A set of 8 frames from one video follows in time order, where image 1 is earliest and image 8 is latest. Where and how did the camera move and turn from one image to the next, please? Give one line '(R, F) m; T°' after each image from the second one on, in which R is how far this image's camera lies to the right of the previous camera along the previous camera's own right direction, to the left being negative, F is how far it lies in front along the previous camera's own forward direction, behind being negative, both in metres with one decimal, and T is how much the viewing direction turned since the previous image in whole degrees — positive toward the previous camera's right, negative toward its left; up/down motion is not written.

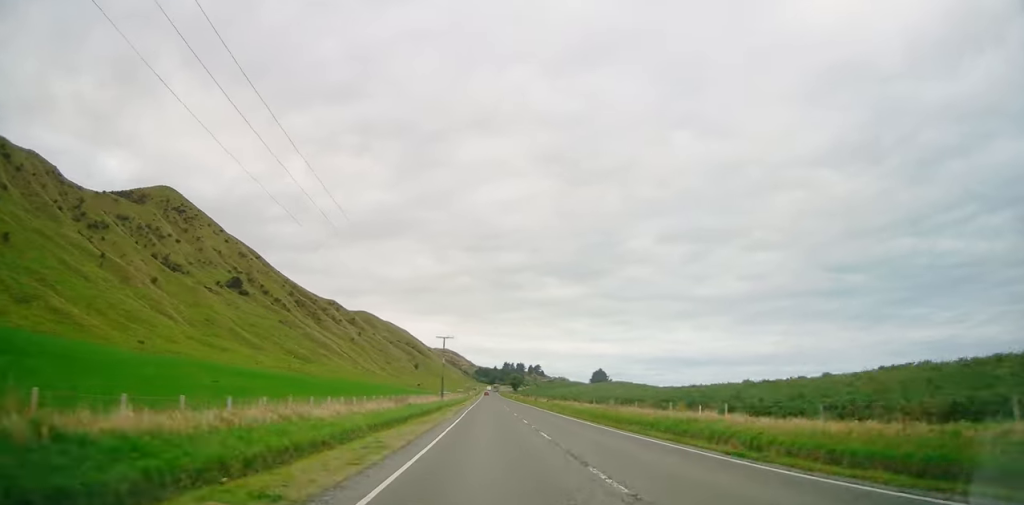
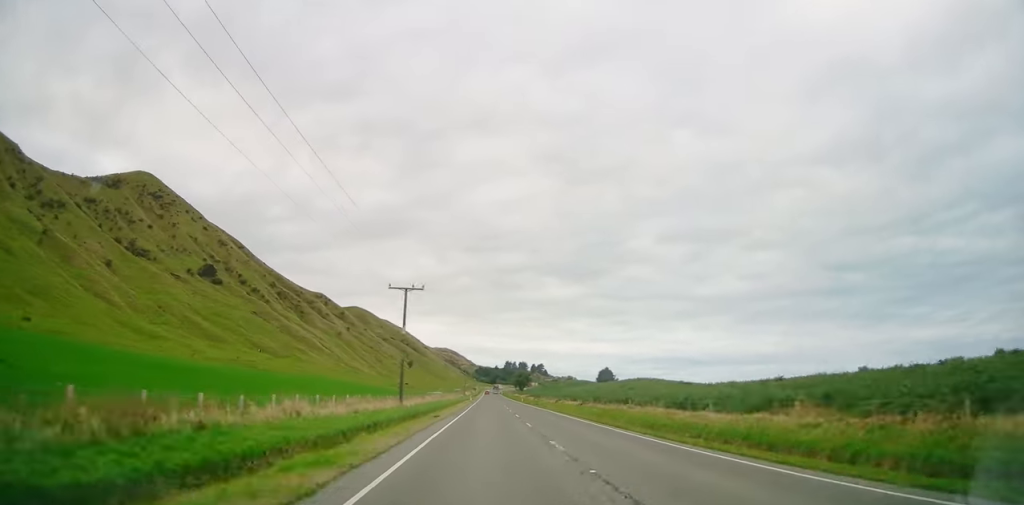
(+0.2, +34.6) m; 0°
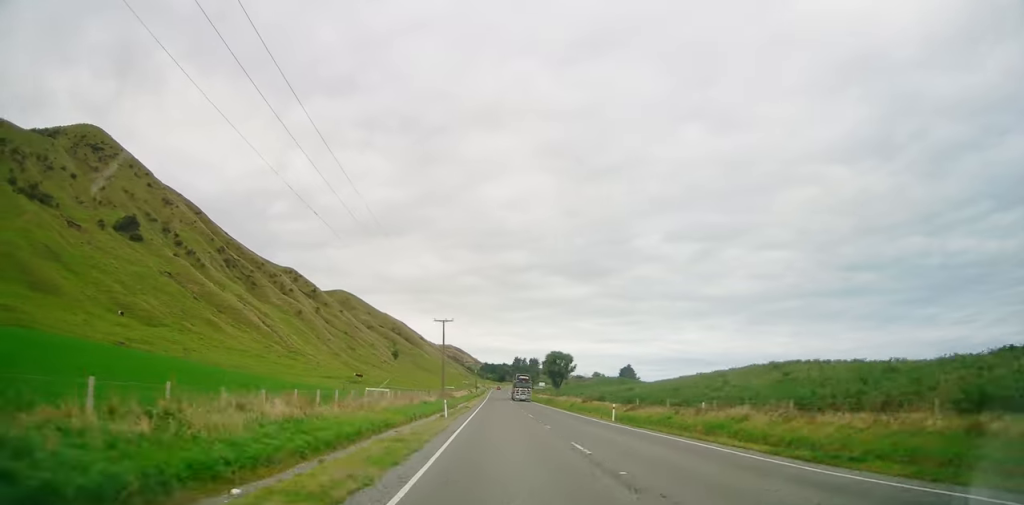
(-0.2, +80.4) m; 0°
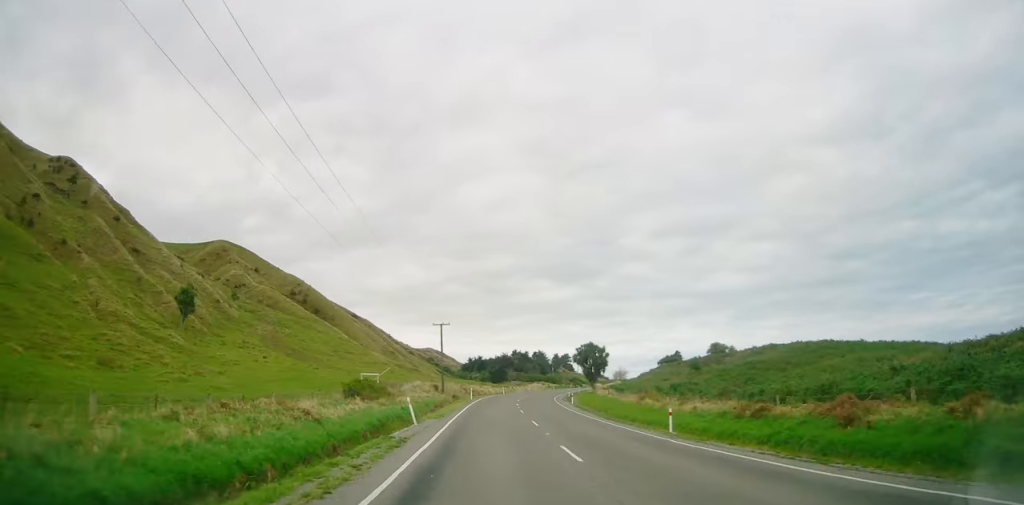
(+2.5, +193.9) m; +5°
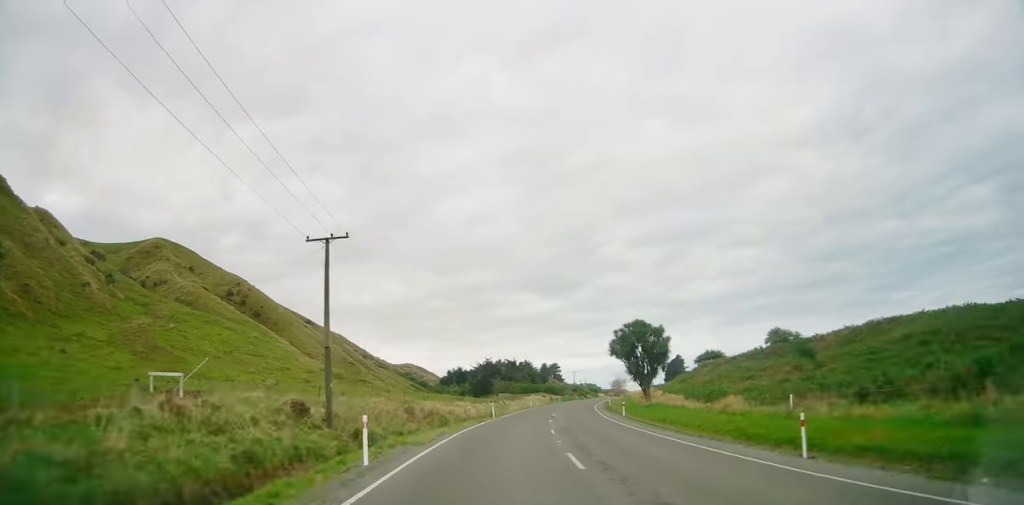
(+0.1, +42.1) m; +4°
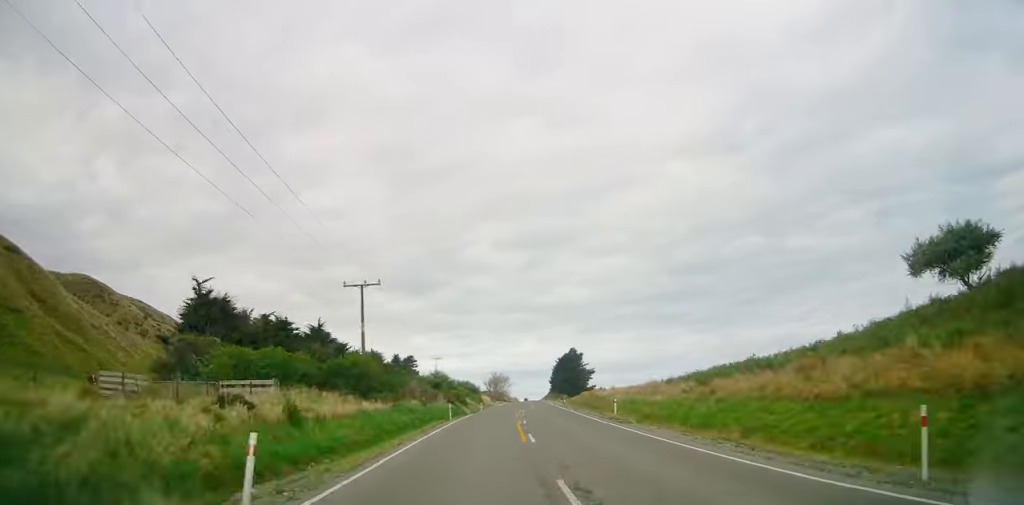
(+9.1, +96.4) m; +9°
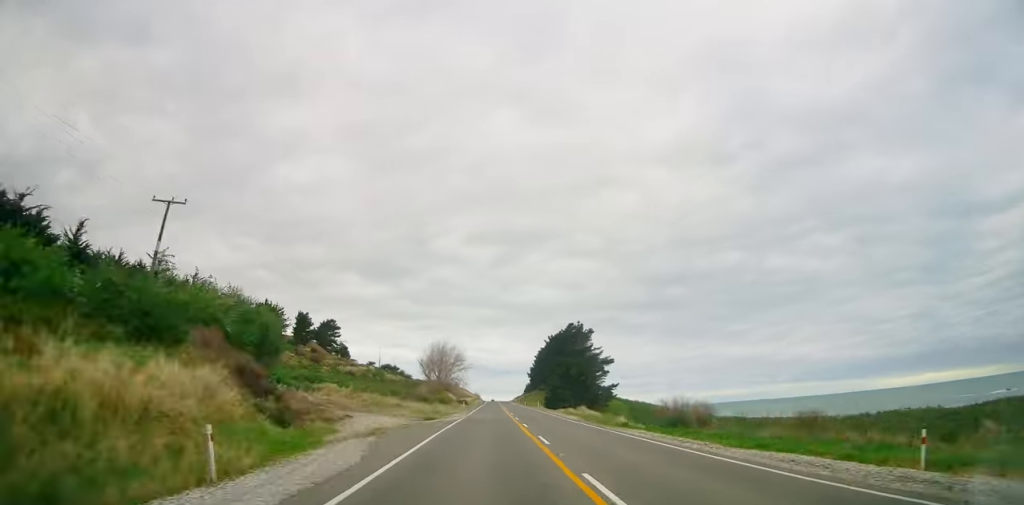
(+4.3, +110.6) m; +2°
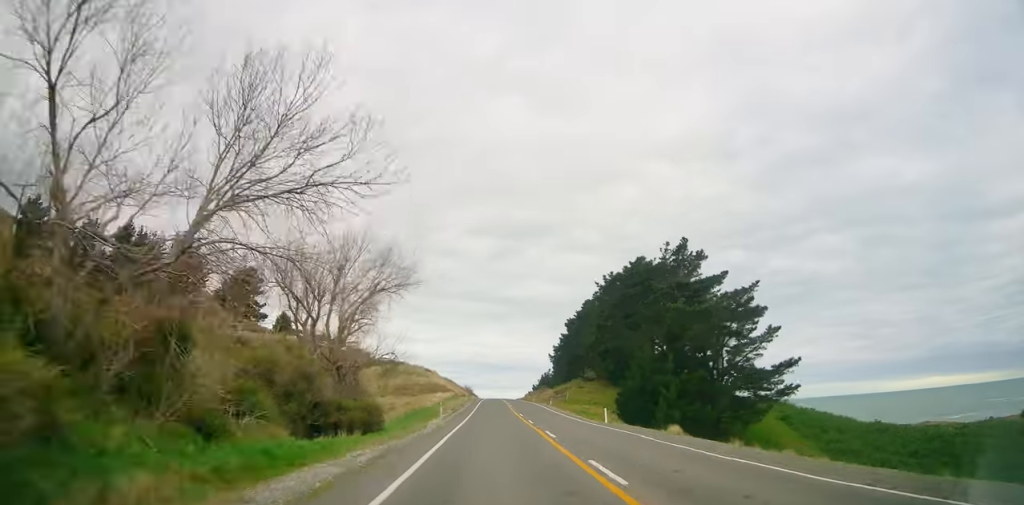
(-0.1, +87.9) m; 0°
